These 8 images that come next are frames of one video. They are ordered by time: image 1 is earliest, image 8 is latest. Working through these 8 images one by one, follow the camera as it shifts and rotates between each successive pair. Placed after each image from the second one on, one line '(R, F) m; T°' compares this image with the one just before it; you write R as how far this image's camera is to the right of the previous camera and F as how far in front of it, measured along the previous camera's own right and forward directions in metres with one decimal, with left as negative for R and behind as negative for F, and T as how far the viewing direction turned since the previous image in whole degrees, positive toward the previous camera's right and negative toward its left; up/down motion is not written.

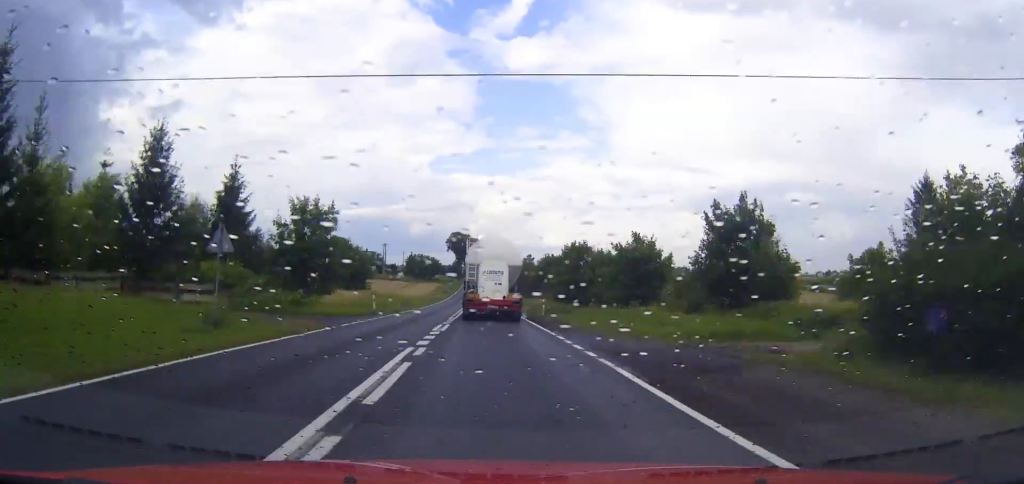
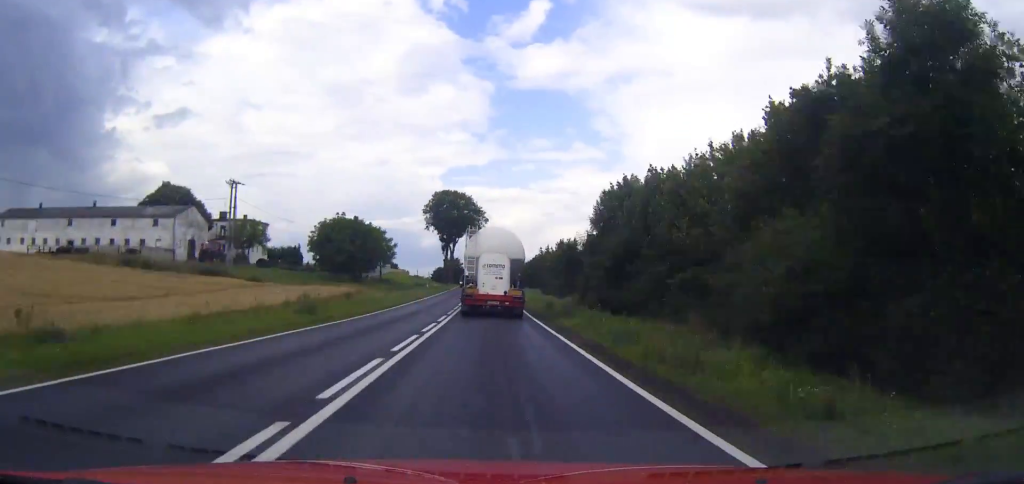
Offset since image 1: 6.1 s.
(-0.8, +144.7) m; -1°
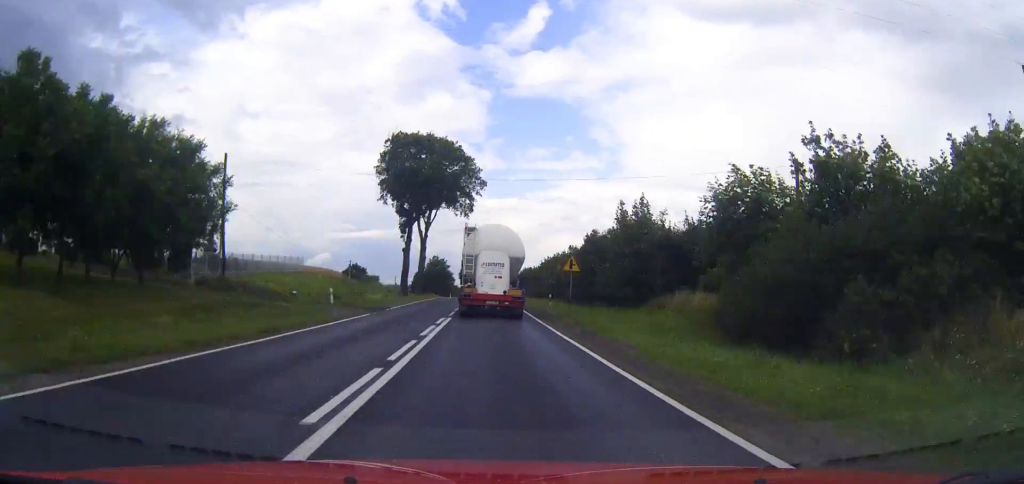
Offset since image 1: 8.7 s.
(0.0, +60.9) m; 0°
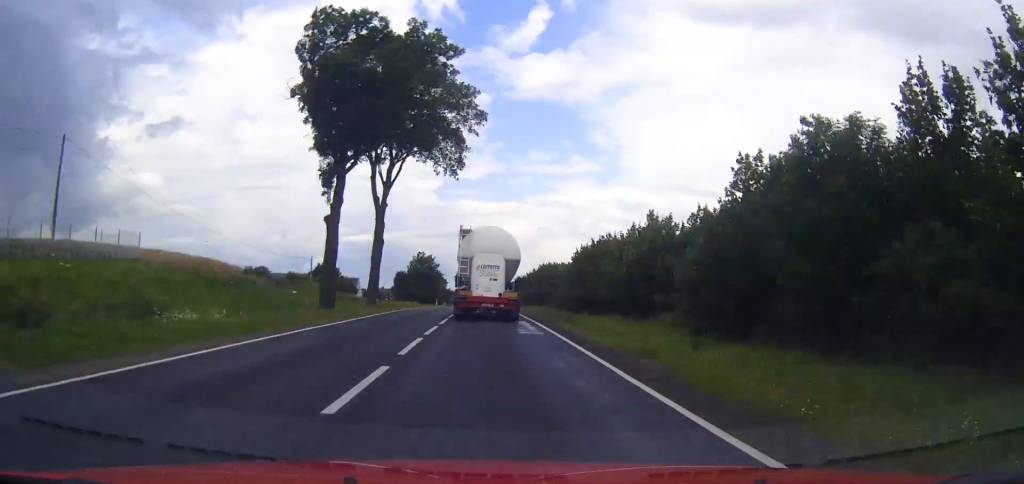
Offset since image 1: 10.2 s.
(+0.1, +35.1) m; 0°
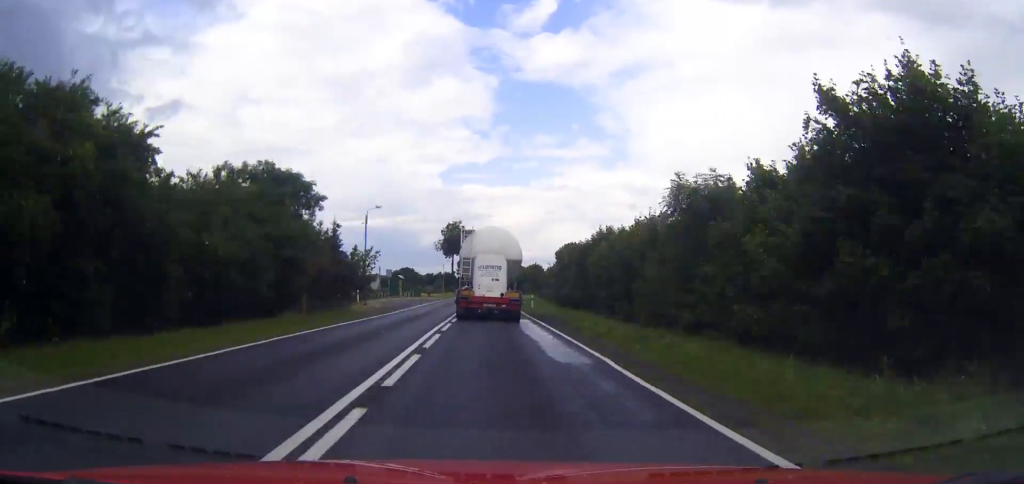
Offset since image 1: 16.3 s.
(-0.1, +142.7) m; 0°
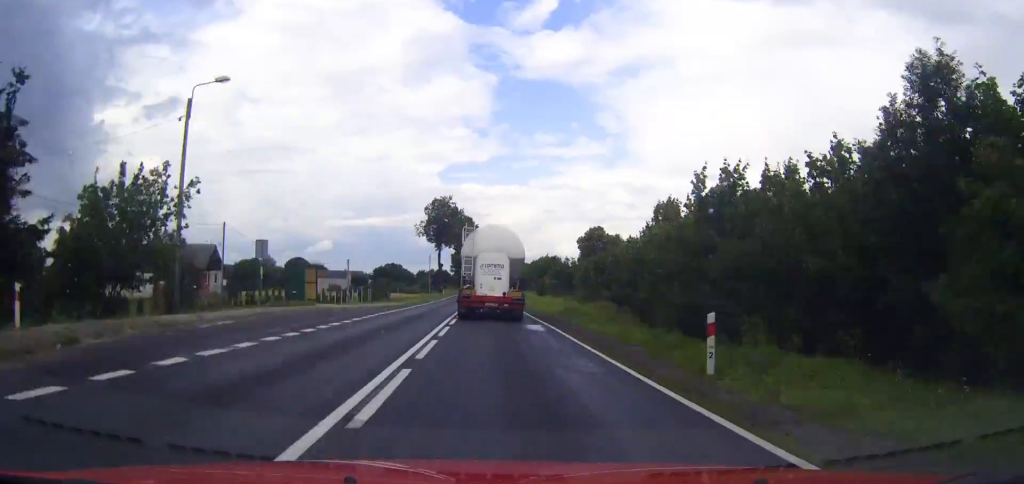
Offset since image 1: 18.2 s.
(+0.1, +44.4) m; 0°
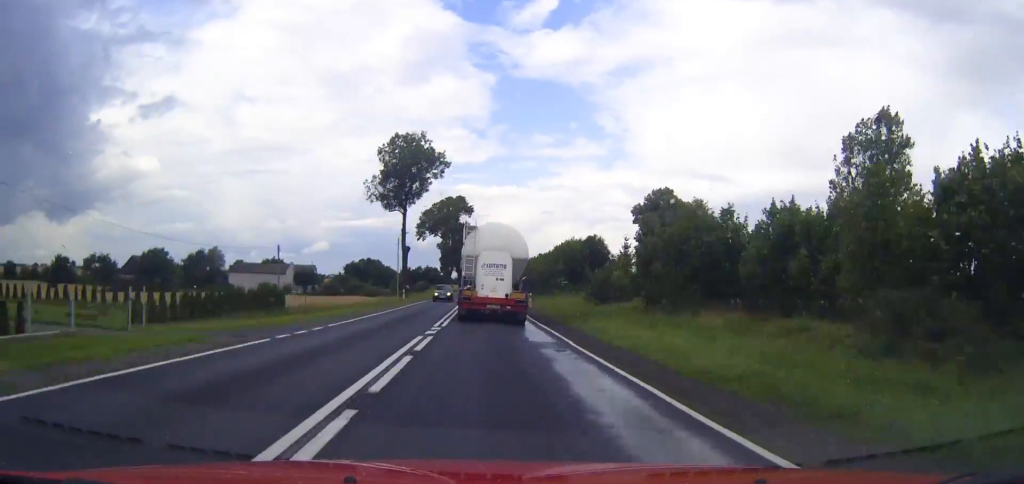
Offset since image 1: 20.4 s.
(0.0, +51.3) m; 0°
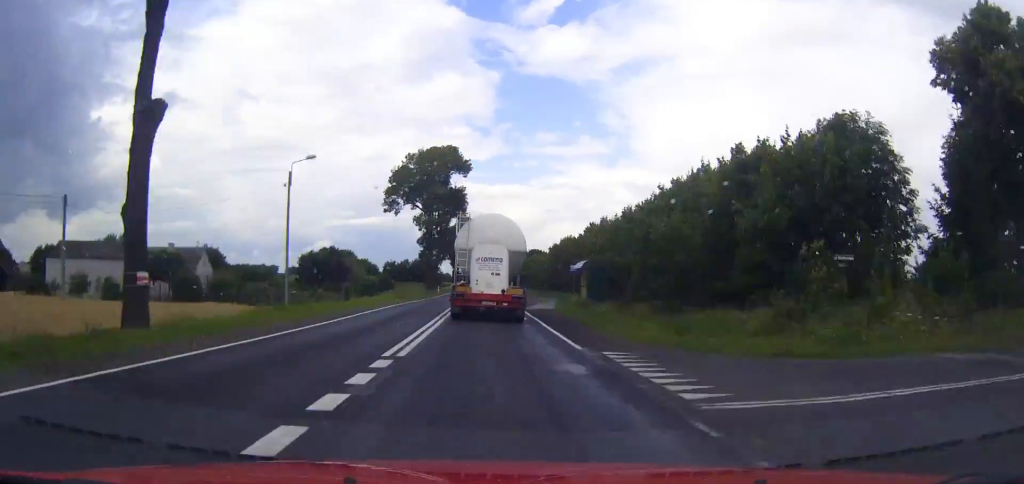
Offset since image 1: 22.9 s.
(0.0, +57.8) m; 0°
